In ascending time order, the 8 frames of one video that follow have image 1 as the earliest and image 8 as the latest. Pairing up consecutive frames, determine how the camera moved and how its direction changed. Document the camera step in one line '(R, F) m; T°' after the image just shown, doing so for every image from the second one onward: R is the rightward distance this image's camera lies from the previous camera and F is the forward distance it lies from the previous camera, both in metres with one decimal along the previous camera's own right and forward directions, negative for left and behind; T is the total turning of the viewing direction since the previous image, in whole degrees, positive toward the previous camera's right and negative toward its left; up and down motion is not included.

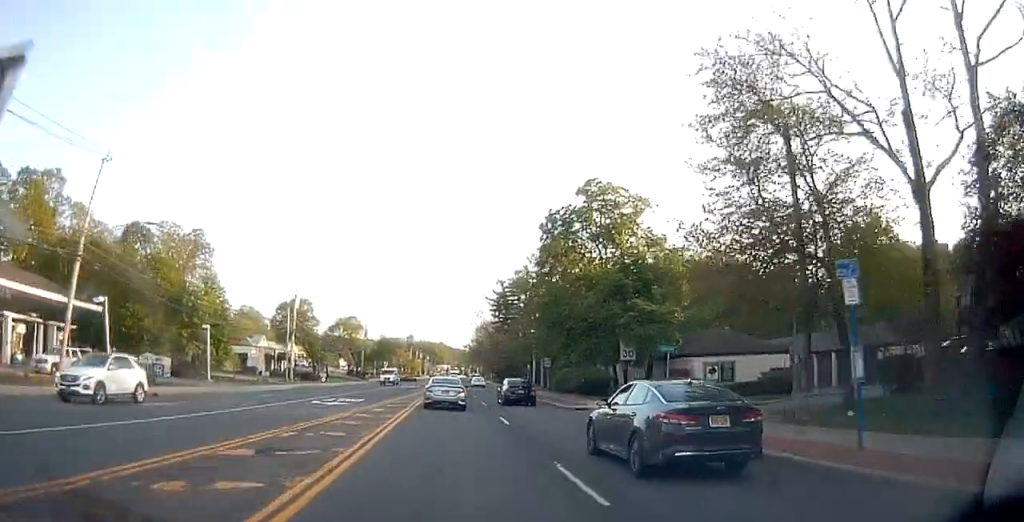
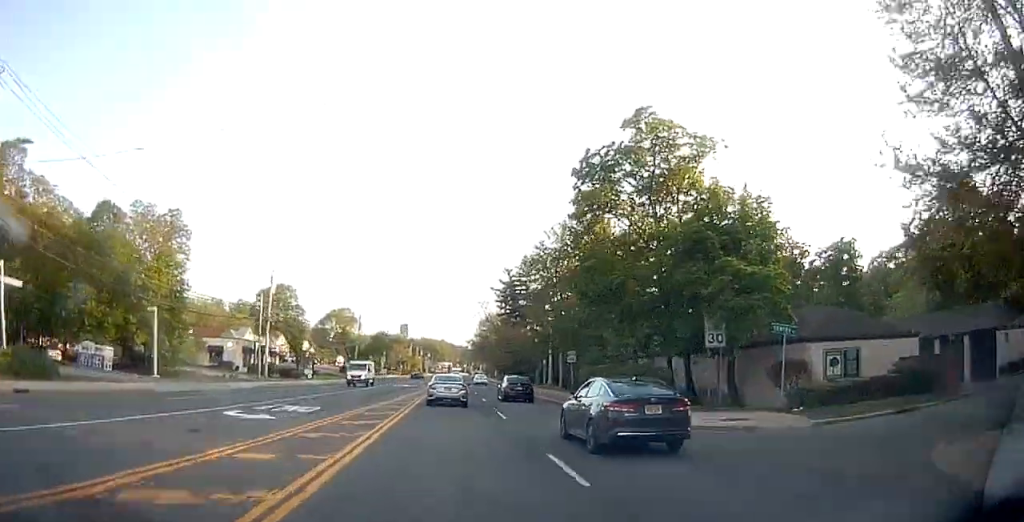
(-0.1, +11.3) m; 0°
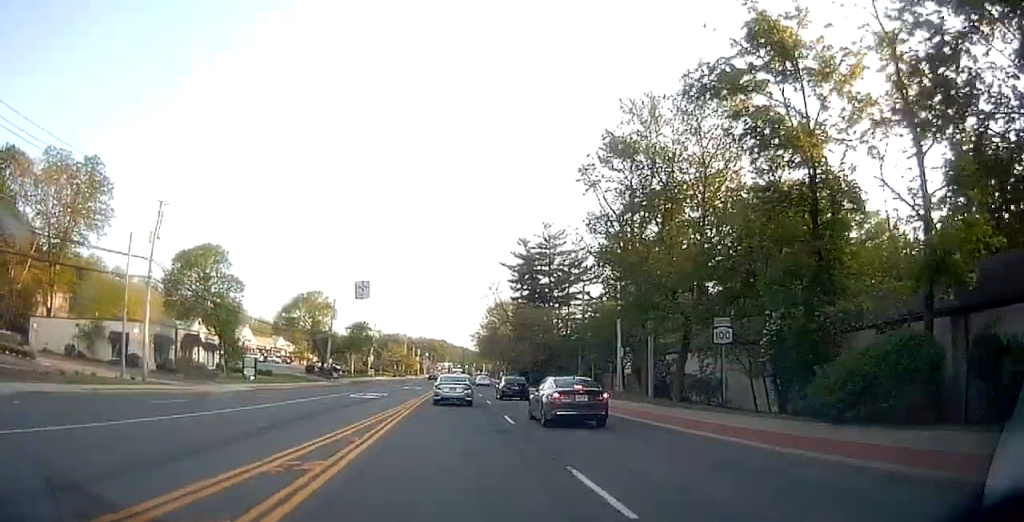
(+0.3, +27.2) m; +1°
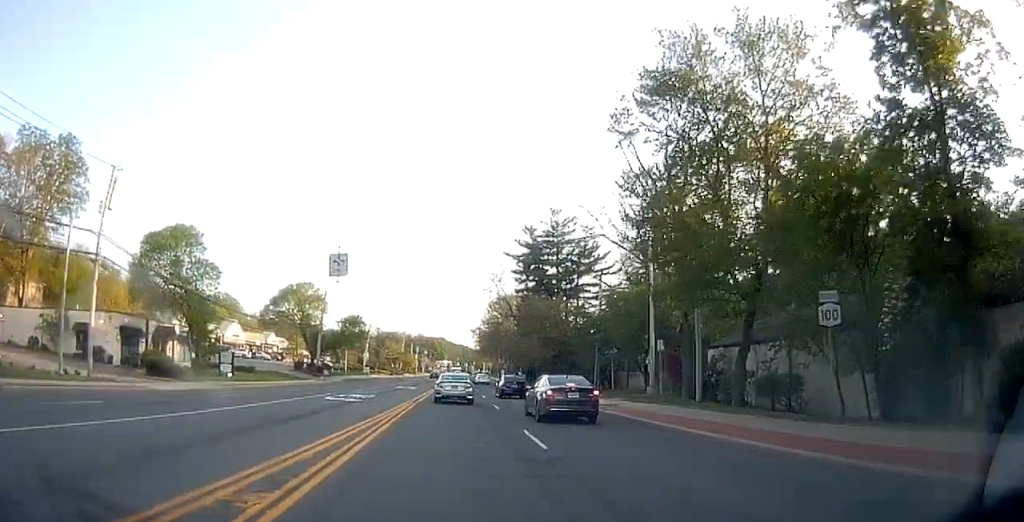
(+0.1, +6.6) m; 0°
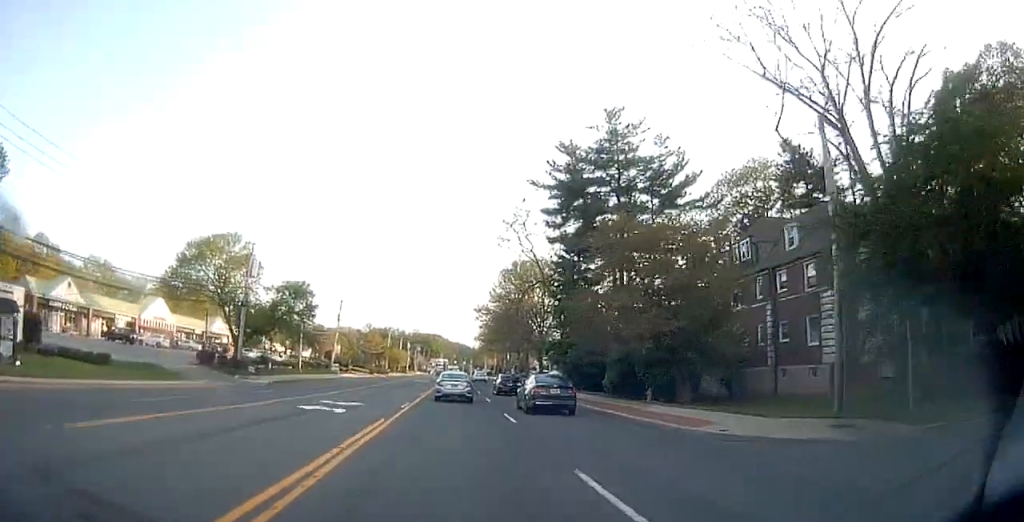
(0.0, +31.6) m; 0°
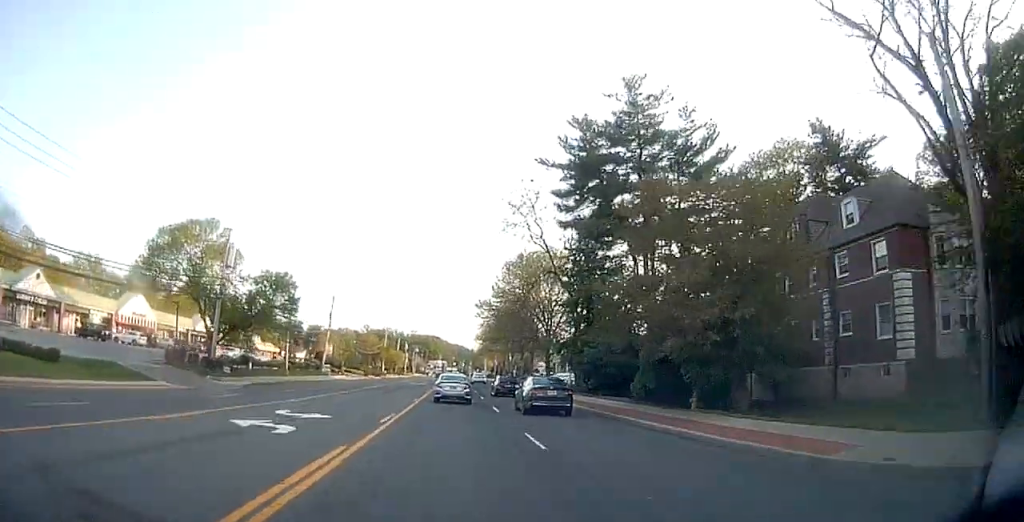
(-0.1, +6.3) m; 0°
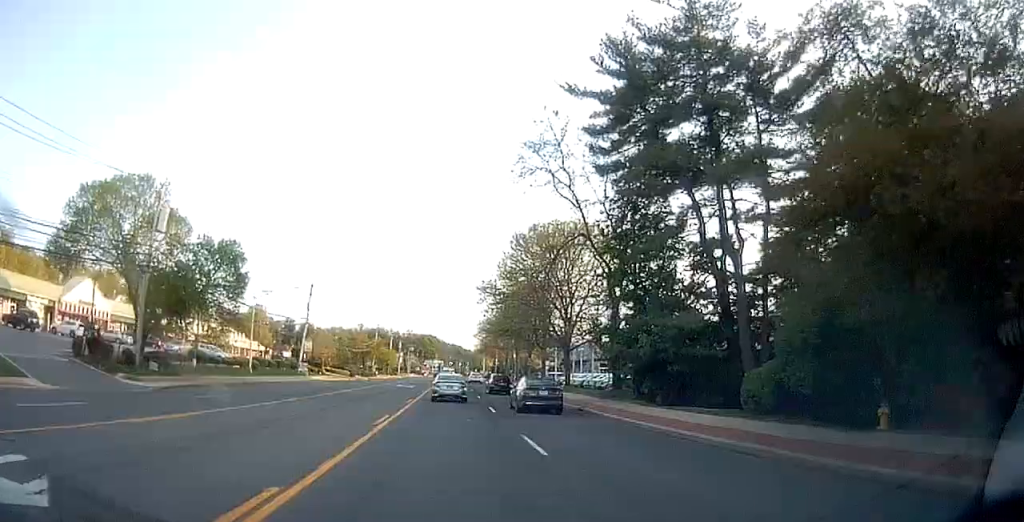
(0.0, +13.1) m; 0°
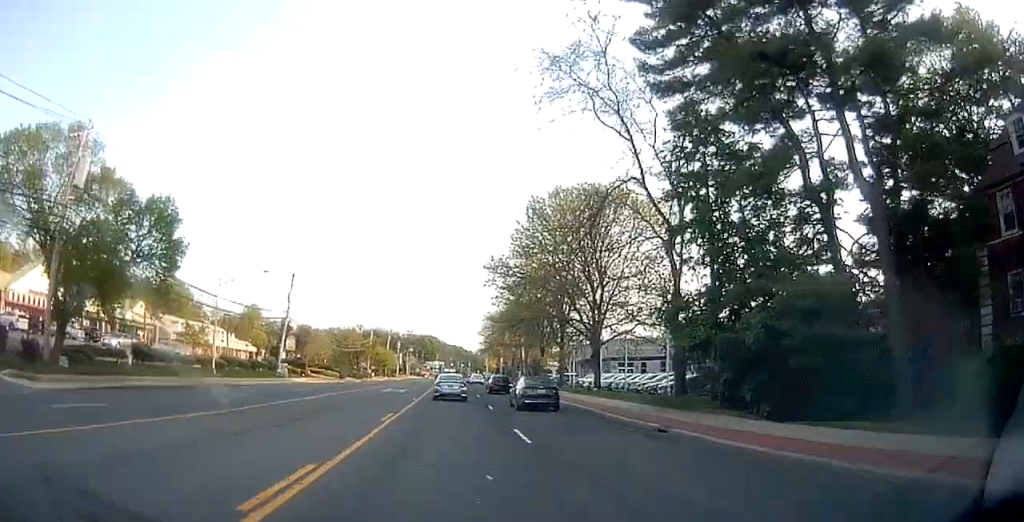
(-0.1, +10.7) m; 0°
